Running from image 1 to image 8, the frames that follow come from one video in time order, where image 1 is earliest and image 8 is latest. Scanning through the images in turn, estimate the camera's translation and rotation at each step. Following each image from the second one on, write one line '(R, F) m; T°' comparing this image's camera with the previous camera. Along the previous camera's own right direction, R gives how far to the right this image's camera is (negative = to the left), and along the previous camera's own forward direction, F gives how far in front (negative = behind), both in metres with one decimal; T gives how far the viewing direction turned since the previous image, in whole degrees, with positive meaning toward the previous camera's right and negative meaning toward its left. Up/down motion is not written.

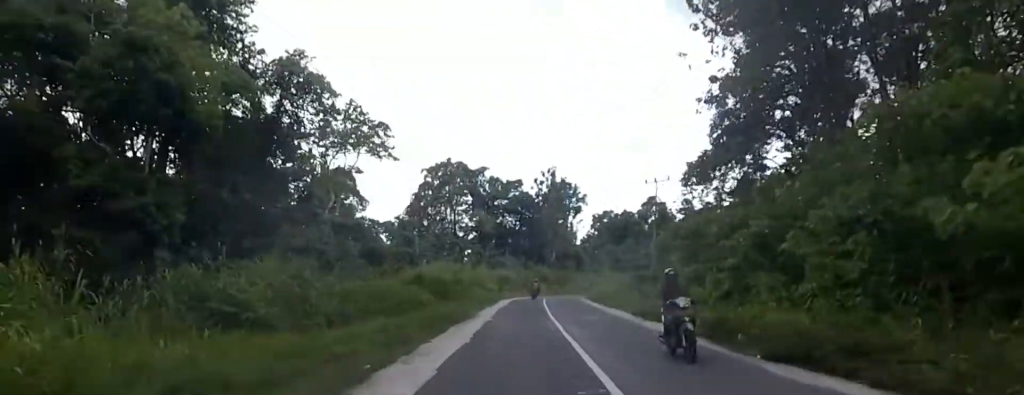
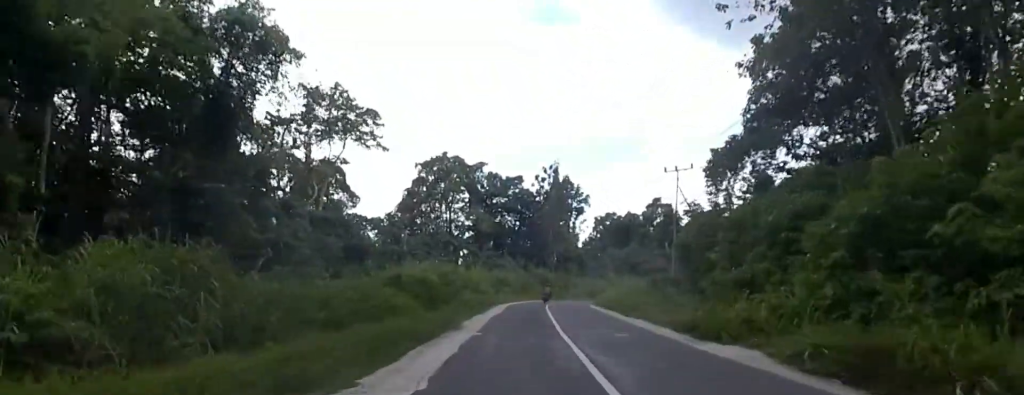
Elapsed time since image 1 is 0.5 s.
(-0.5, +6.2) m; 0°
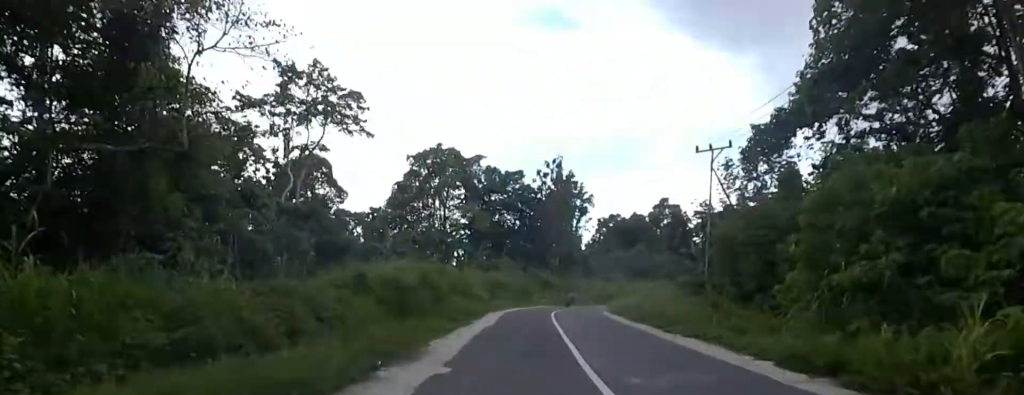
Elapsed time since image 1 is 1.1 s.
(+0.4, +7.1) m; +3°
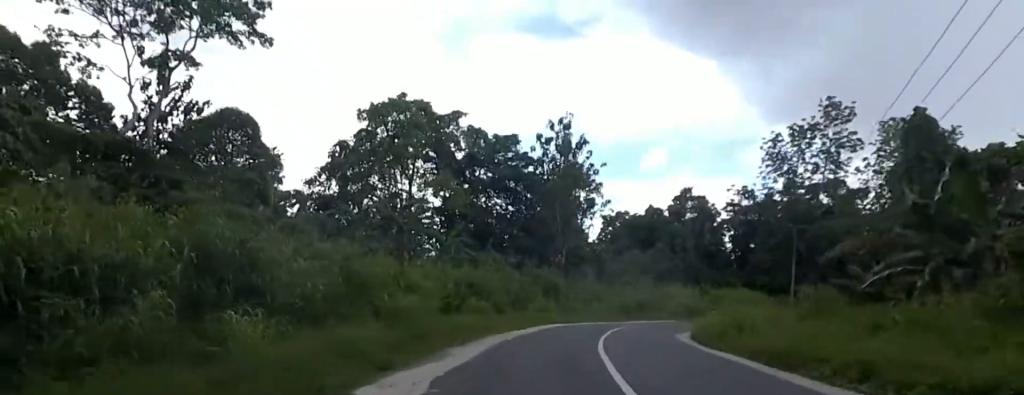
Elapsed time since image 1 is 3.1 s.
(-1.0, +23.0) m; -4°
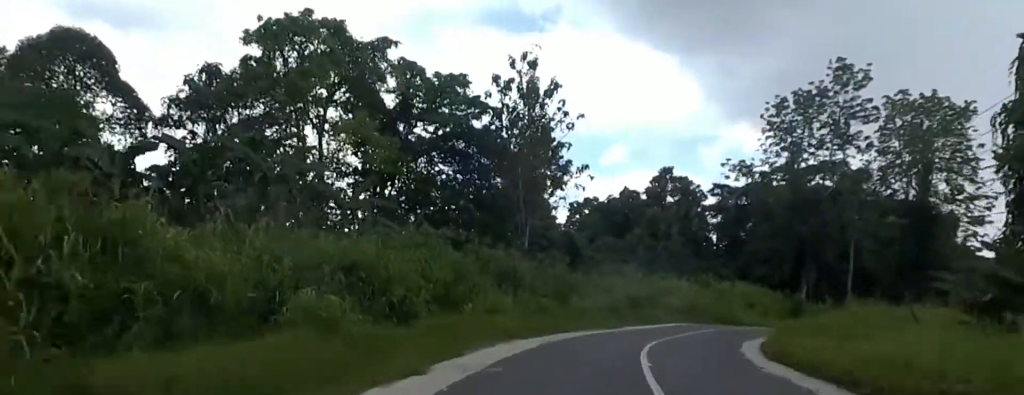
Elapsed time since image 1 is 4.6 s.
(+2.6, +15.0) m; +15°
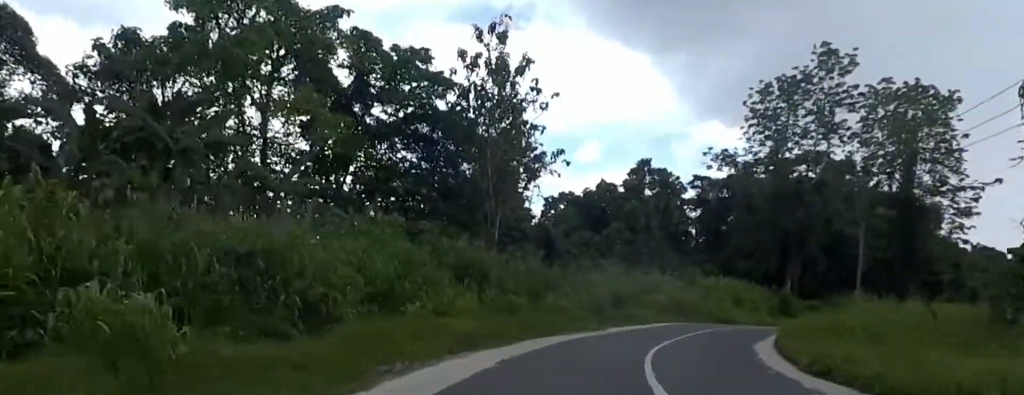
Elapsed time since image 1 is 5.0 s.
(-0.5, +4.6) m; +1°
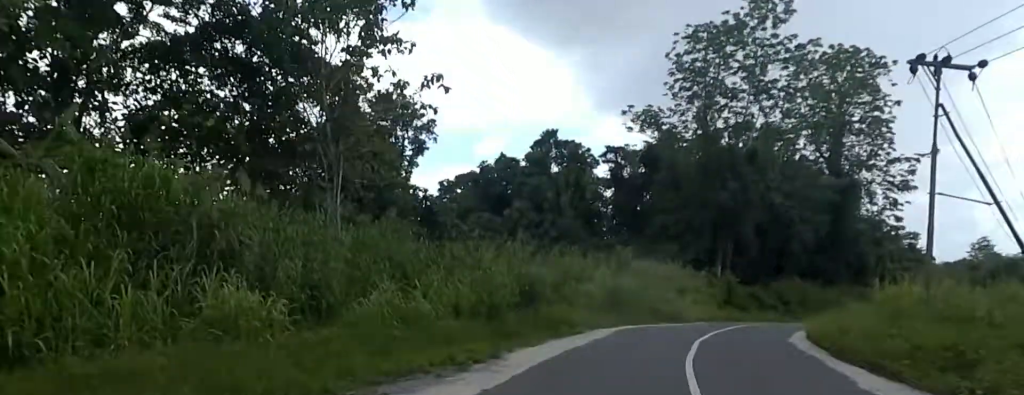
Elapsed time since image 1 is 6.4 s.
(+0.9, +15.1) m; +8°
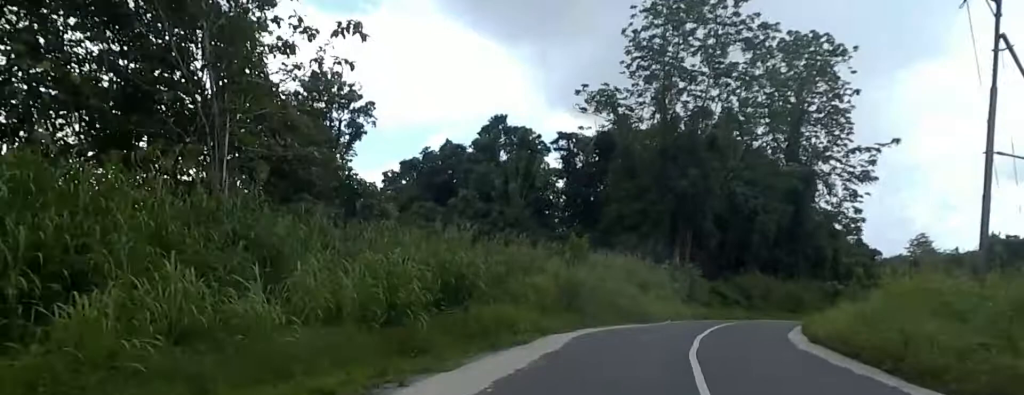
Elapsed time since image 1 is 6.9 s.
(+0.1, +5.6) m; +4°
